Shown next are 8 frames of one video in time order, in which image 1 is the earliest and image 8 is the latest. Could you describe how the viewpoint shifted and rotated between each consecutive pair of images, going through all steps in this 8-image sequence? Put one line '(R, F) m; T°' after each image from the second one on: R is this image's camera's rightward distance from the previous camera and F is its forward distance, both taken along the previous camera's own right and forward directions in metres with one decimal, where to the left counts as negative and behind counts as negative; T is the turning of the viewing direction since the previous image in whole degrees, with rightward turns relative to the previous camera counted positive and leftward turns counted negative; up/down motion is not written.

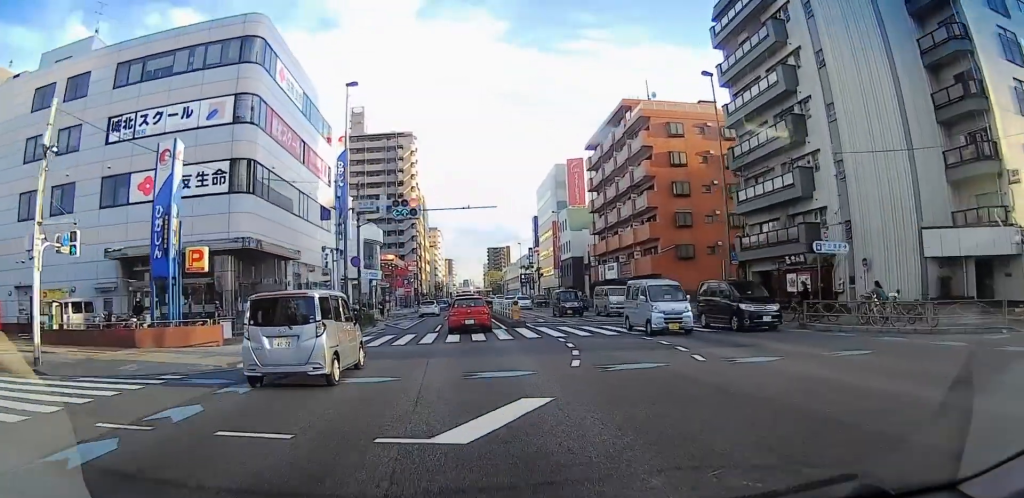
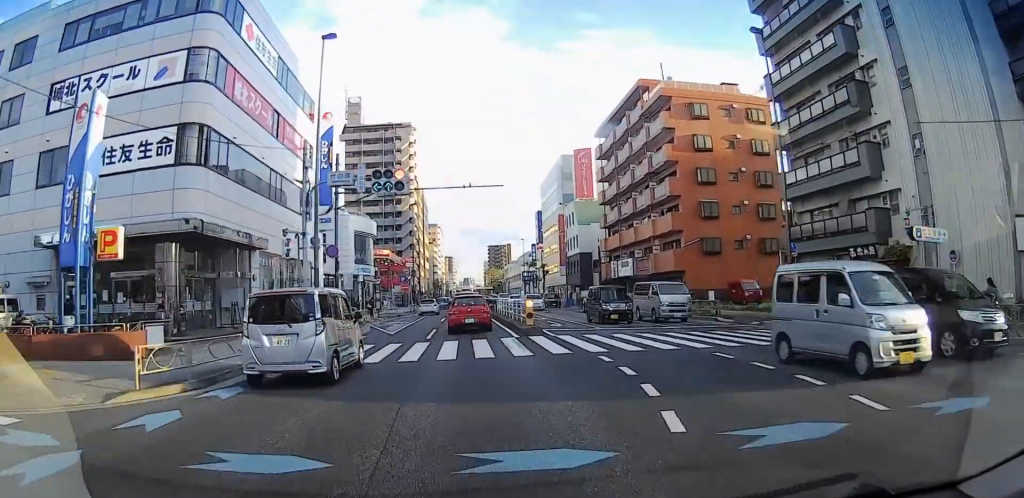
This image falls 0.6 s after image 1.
(0.0, +6.5) m; 0°
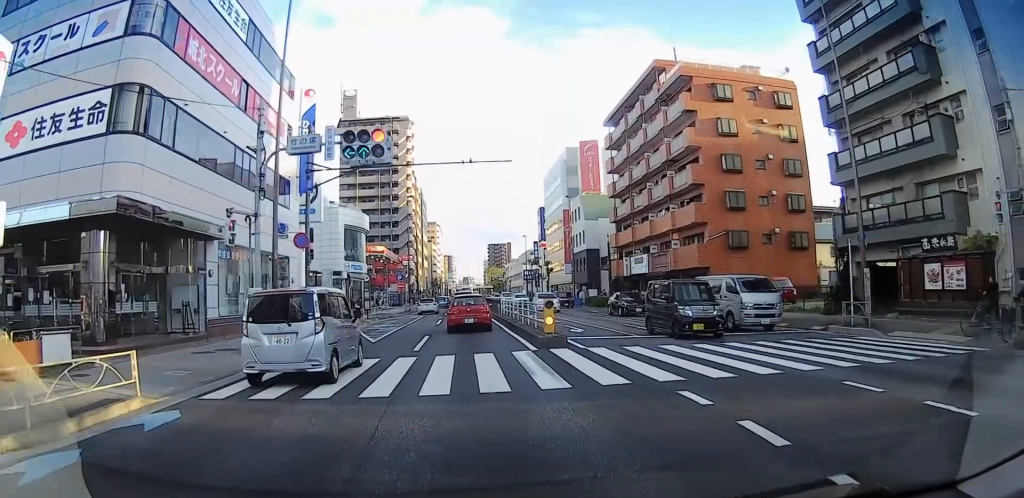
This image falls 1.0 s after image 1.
(0.0, +5.3) m; 0°
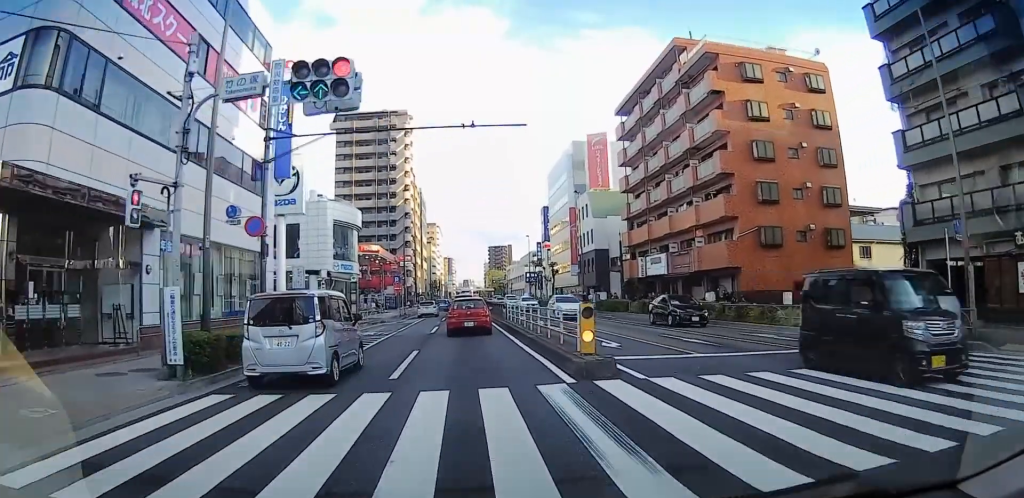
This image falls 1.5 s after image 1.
(0.0, +5.3) m; 0°
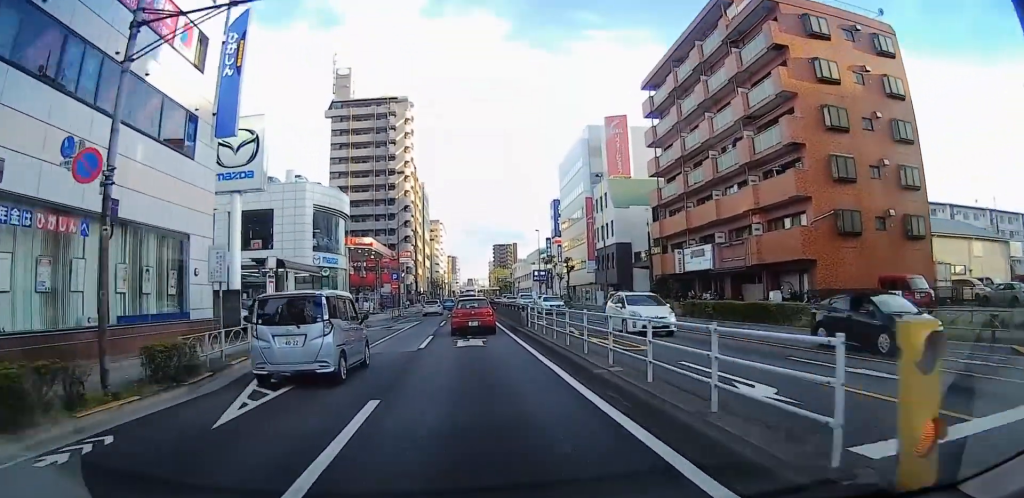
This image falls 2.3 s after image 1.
(0.0, +9.1) m; -1°
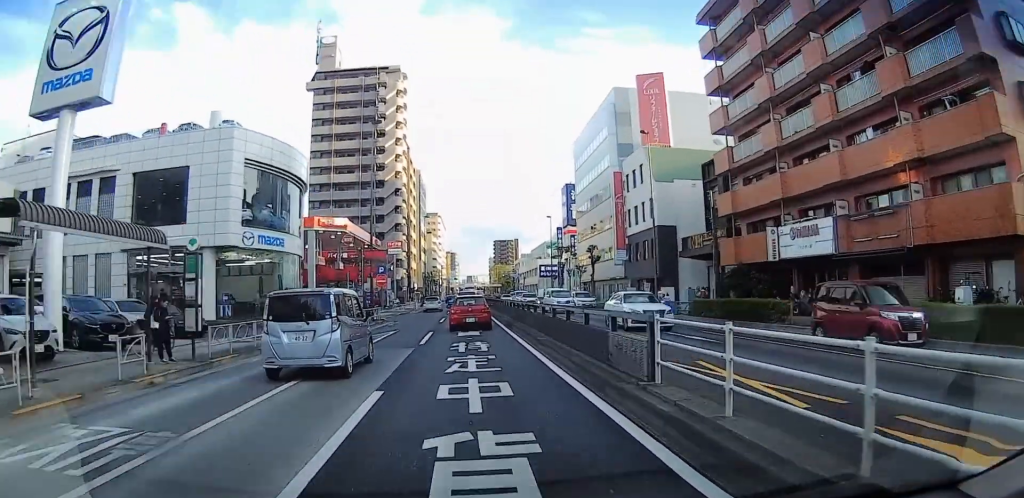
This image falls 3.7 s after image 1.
(-0.3, +15.4) m; -1°
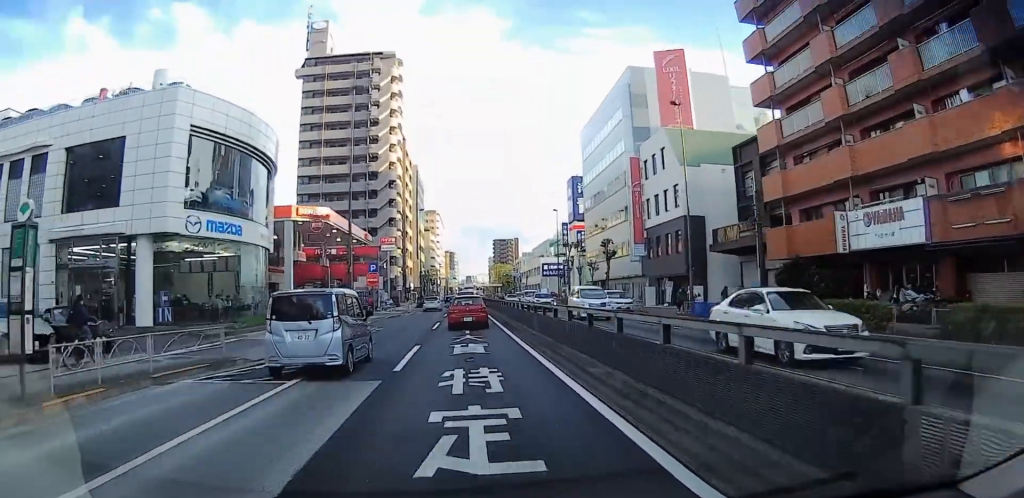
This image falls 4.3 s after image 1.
(0.0, +7.5) m; 0°
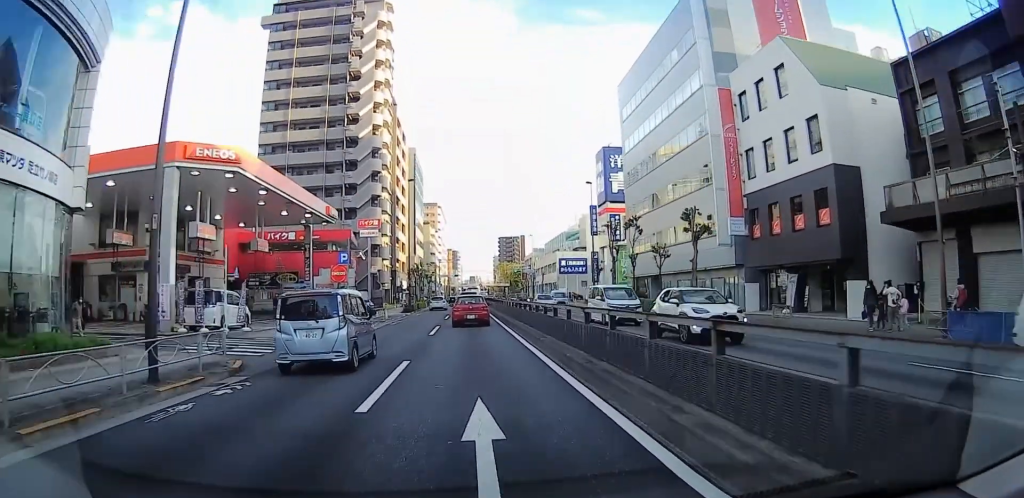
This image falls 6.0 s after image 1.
(-0.1, +20.6) m; 0°
